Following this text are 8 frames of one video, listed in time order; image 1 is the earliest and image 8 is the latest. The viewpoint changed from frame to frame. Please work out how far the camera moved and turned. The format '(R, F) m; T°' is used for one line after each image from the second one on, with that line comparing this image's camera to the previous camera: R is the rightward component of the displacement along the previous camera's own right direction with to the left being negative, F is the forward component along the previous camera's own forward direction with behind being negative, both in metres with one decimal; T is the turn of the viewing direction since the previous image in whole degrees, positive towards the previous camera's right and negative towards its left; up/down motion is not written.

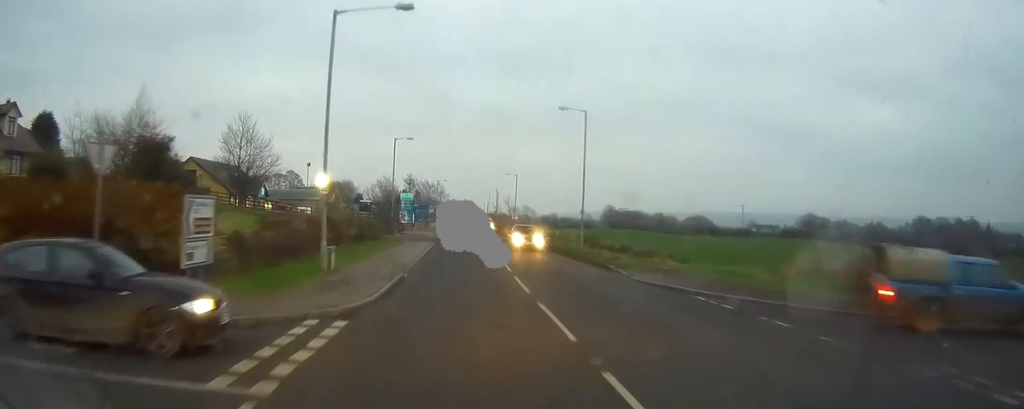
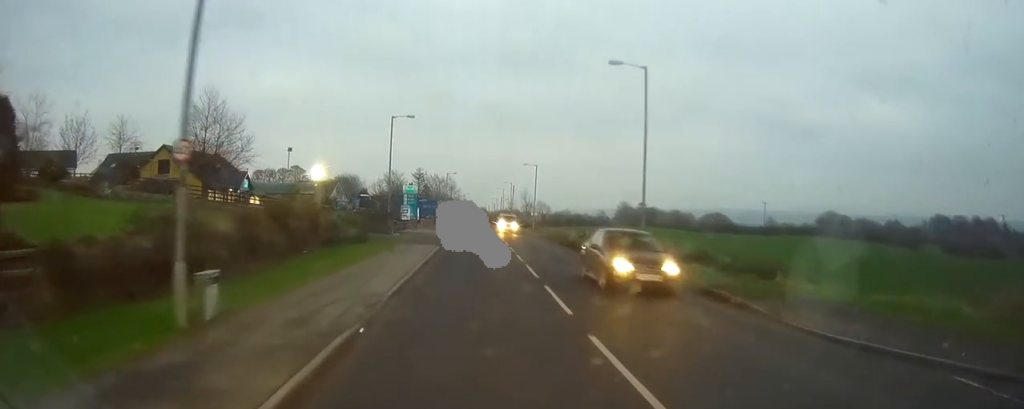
(-0.3, +10.8) m; -2°
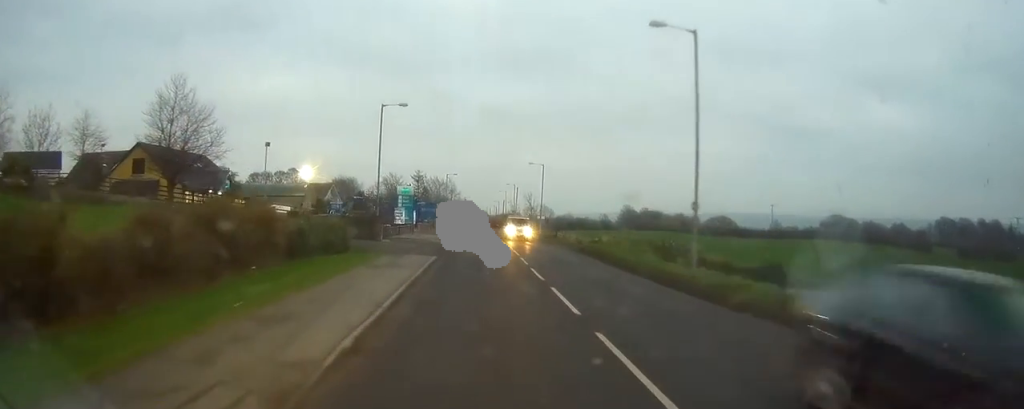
(0.0, +6.4) m; +1°
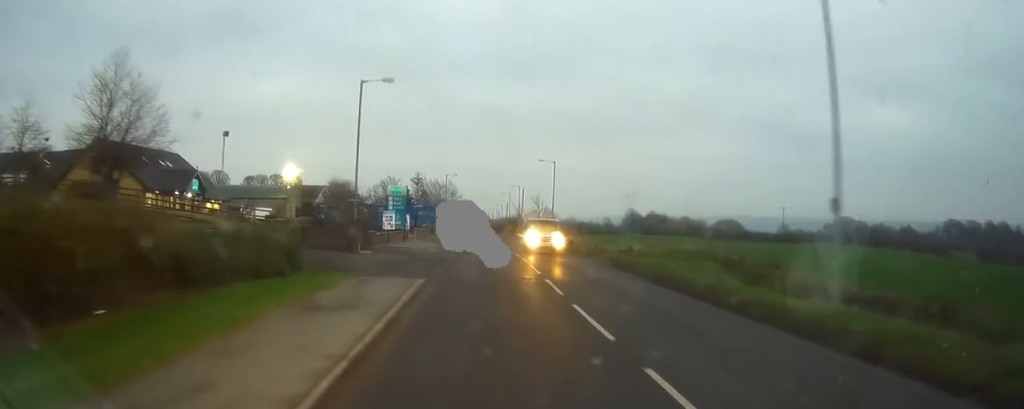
(+0.1, +8.9) m; +1°
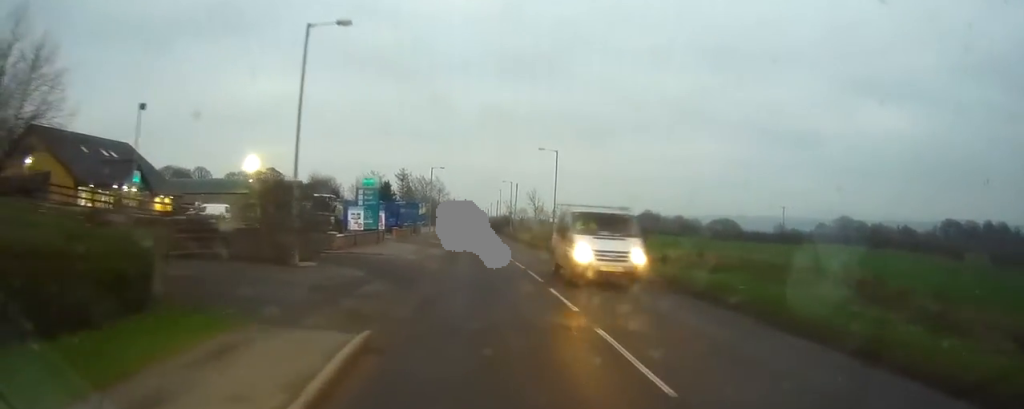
(+0.1, +9.7) m; 0°
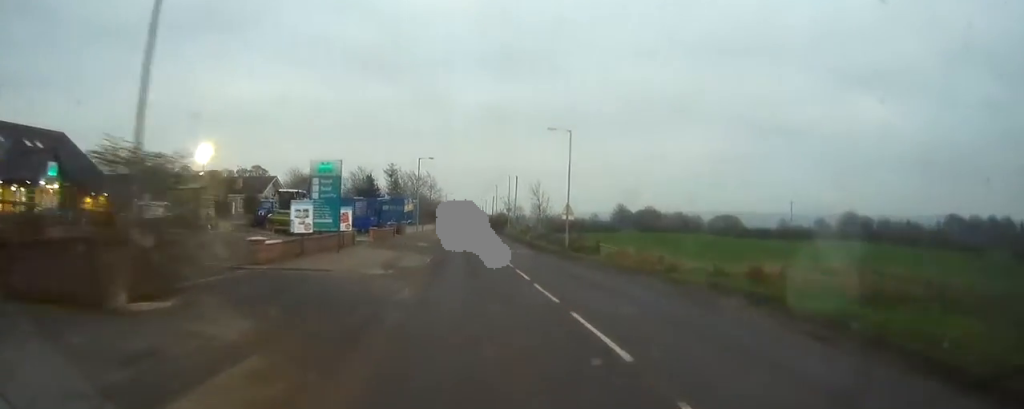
(0.0, +11.1) m; 0°
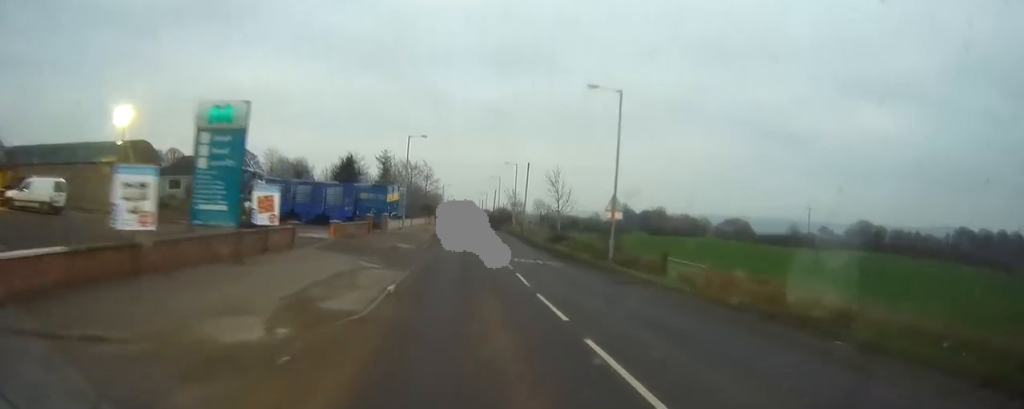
(0.0, +14.4) m; +1°
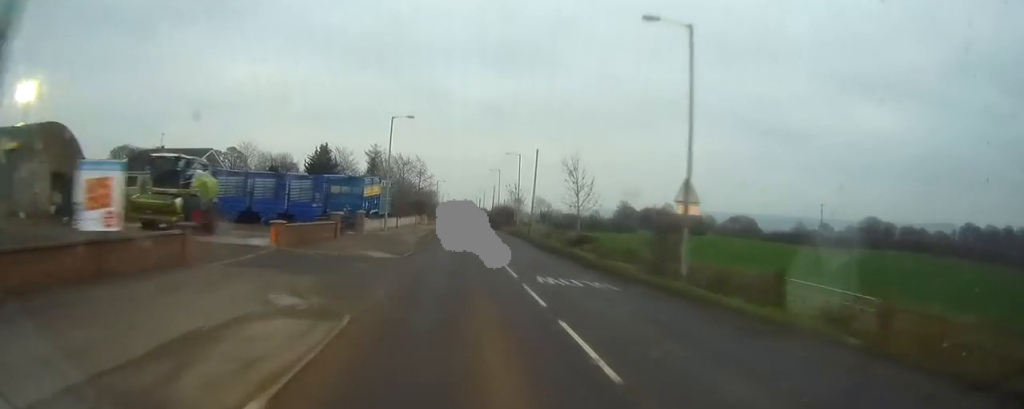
(+0.3, +10.8) m; 0°
